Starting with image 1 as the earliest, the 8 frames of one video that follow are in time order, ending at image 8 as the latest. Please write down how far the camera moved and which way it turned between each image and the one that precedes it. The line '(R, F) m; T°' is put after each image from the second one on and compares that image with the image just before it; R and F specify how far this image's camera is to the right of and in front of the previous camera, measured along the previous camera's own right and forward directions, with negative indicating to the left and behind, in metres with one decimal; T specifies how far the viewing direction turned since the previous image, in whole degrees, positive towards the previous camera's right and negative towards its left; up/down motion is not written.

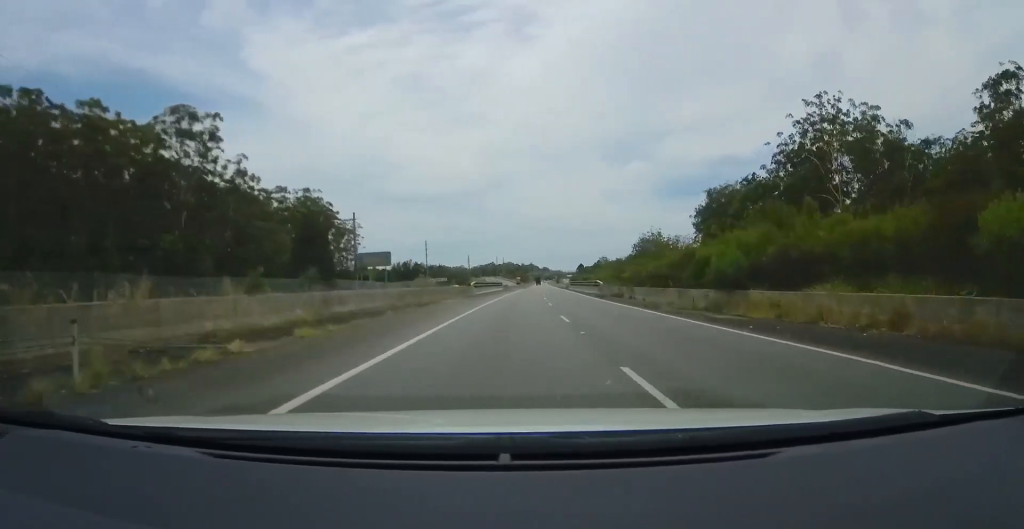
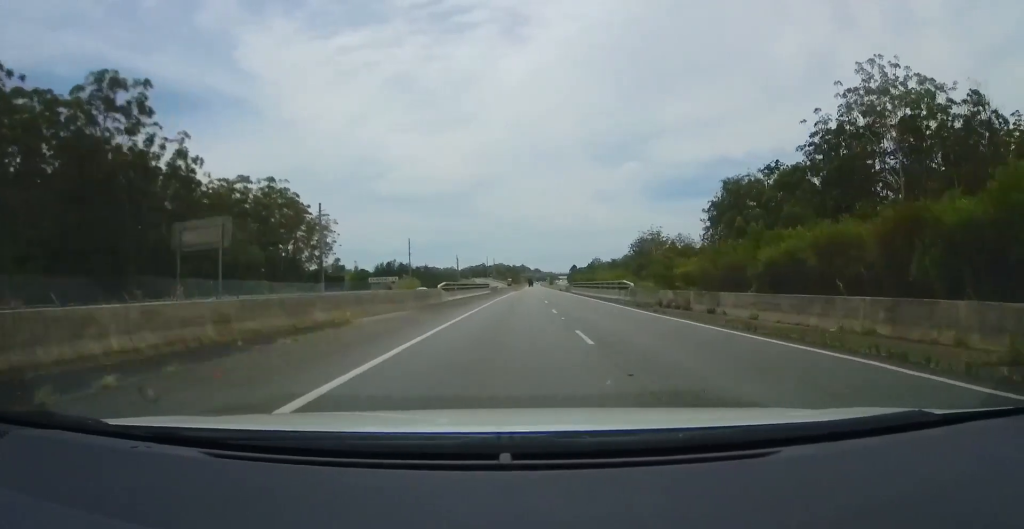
(+0.1, +17.8) m; +1°
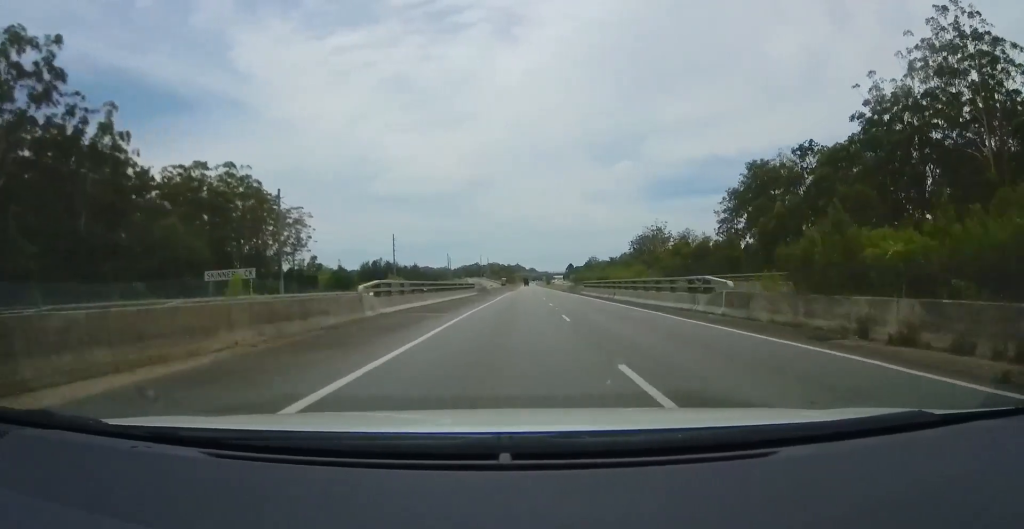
(+0.2, +17.8) m; +1°
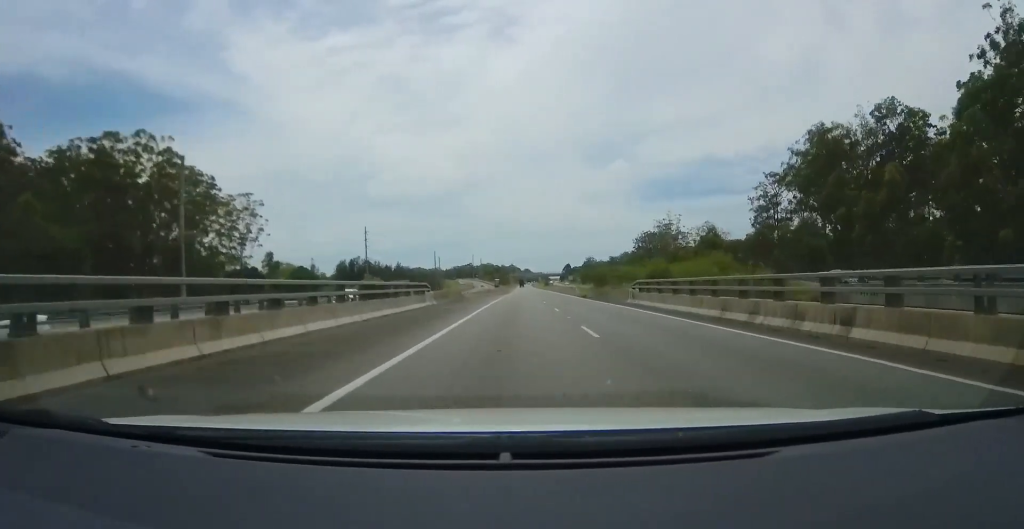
(+0.1, +28.1) m; +1°
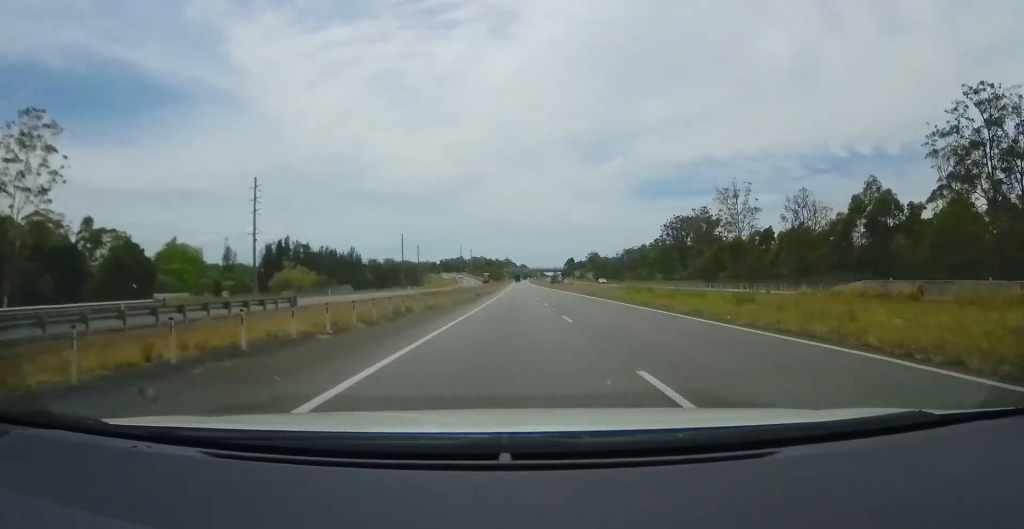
(+0.8, +67.4) m; -1°
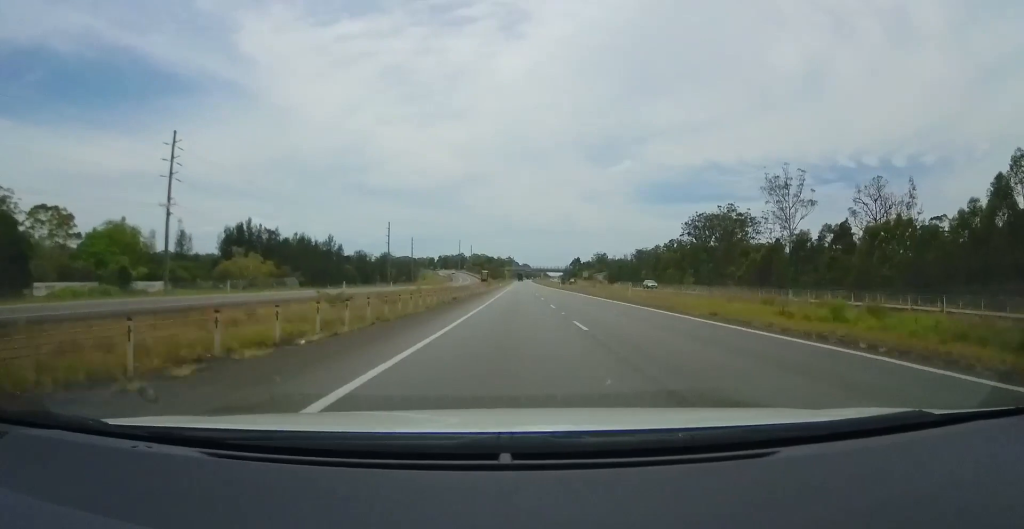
(-0.6, +25.8) m; -1°
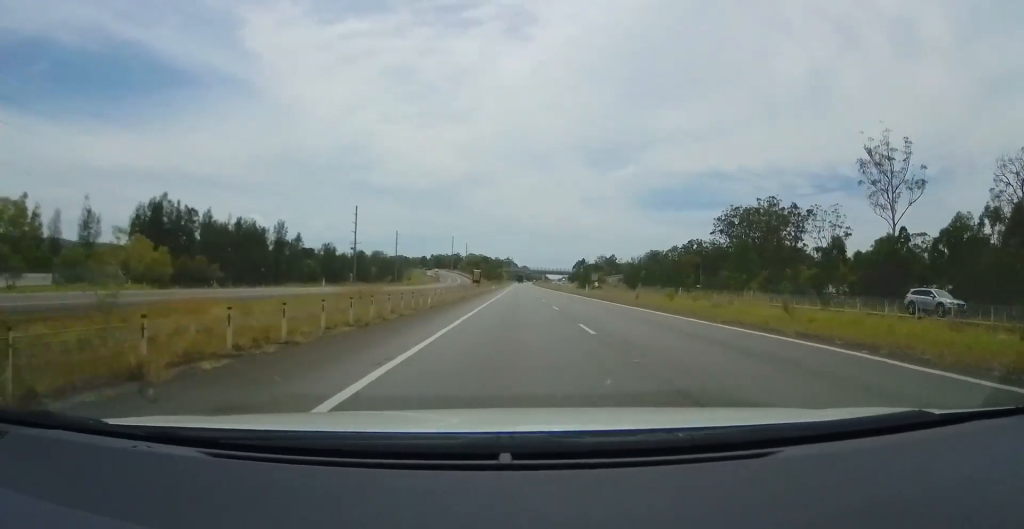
(+0.5, +36.7) m; +2°
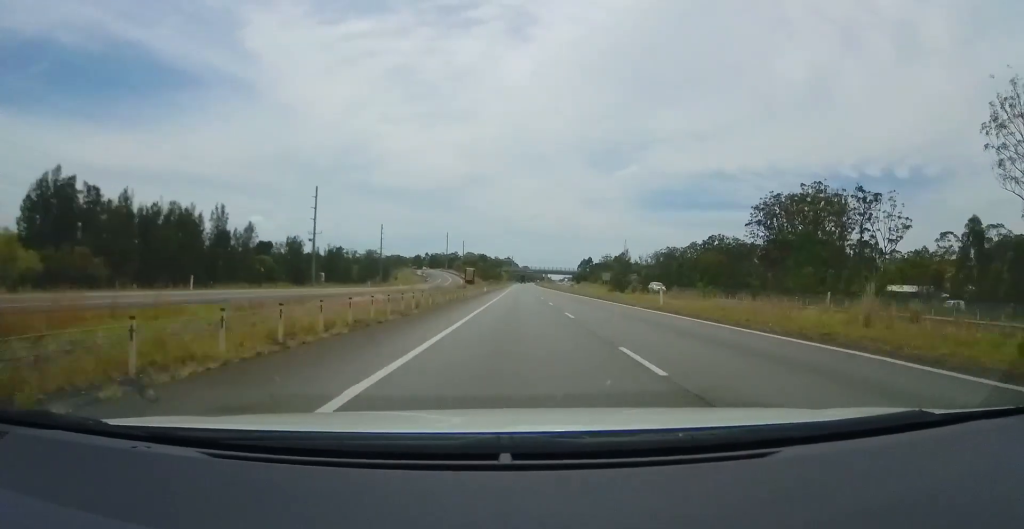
(+0.5, +29.7) m; 0°
